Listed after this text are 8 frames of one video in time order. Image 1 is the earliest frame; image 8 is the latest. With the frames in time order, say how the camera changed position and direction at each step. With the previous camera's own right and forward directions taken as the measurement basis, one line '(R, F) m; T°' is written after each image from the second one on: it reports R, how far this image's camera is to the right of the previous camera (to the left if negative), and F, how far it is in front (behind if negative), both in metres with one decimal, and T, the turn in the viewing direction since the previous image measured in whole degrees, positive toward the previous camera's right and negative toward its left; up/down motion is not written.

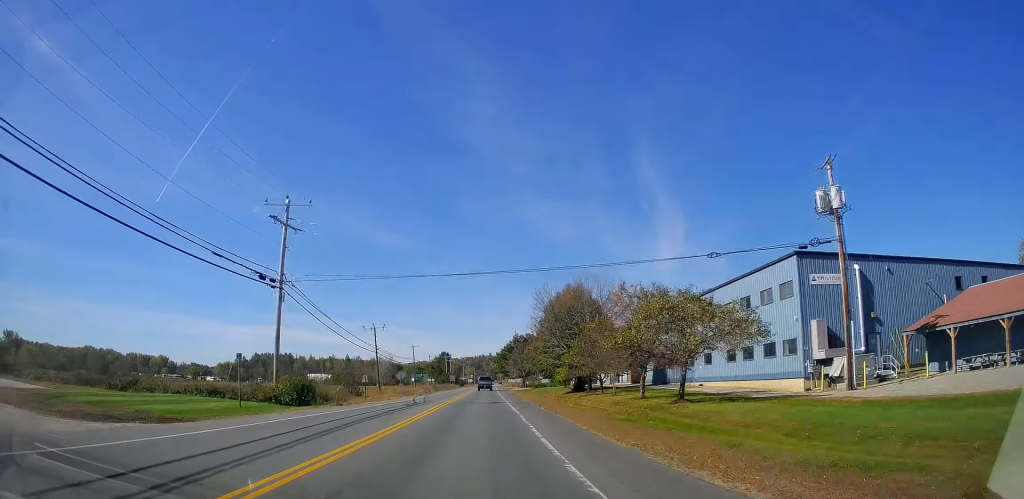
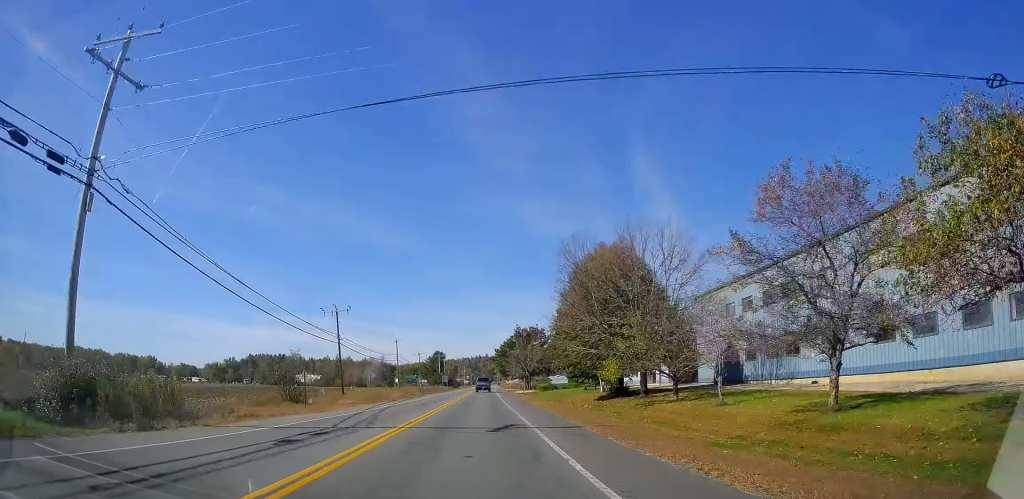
(+0.4, +18.5) m; +1°
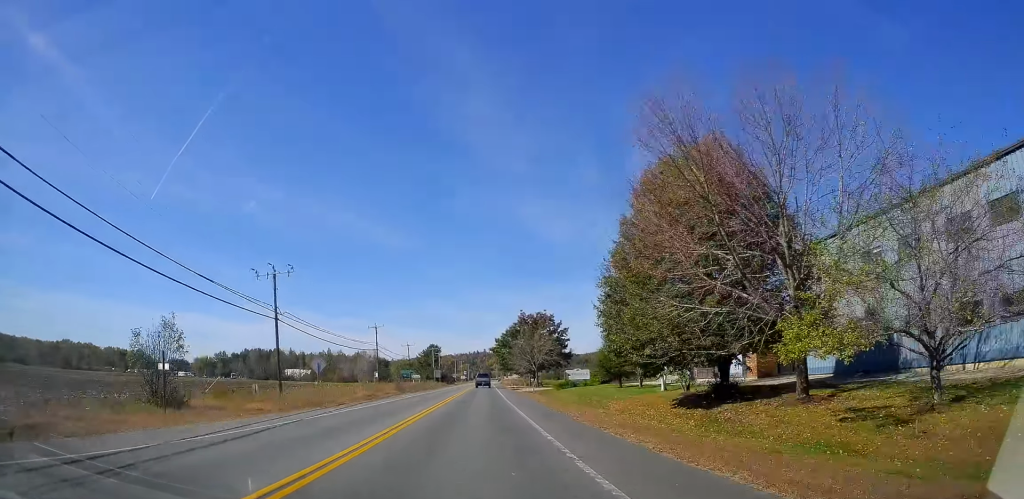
(+0.2, +17.6) m; +1°
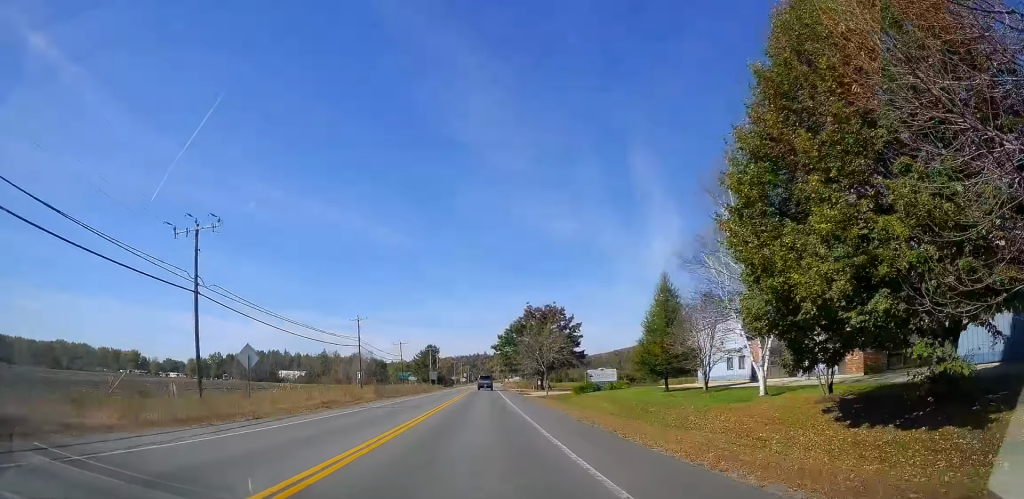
(0.0, +12.2) m; 0°
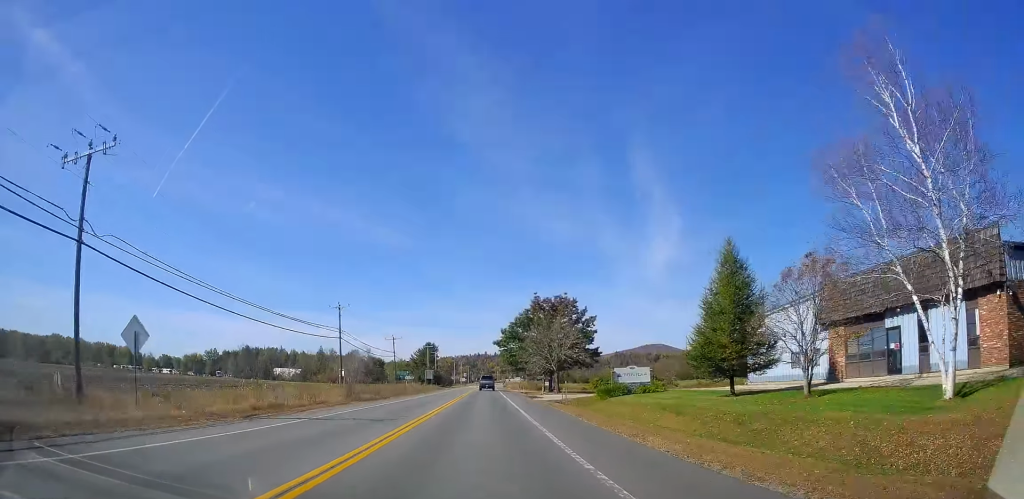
(0.0, +9.8) m; 0°
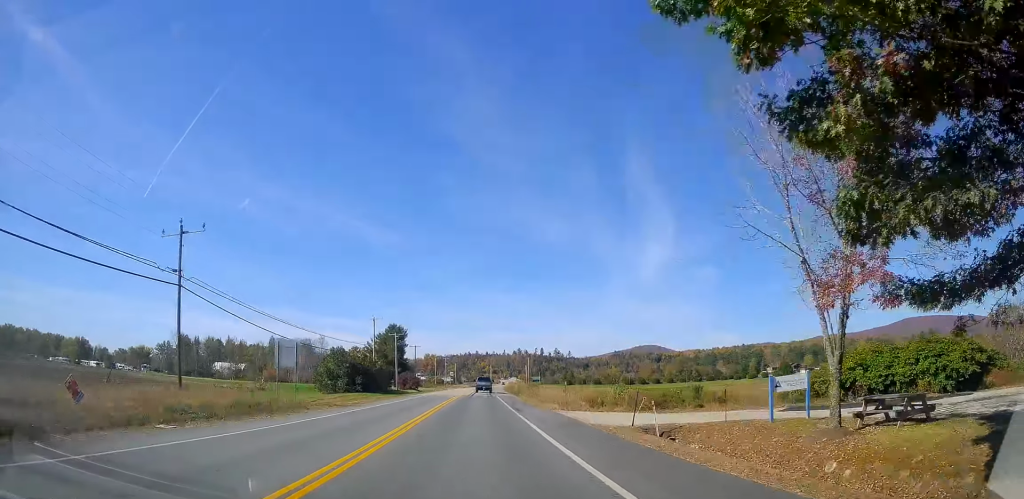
(-1.1, +72.3) m; -1°
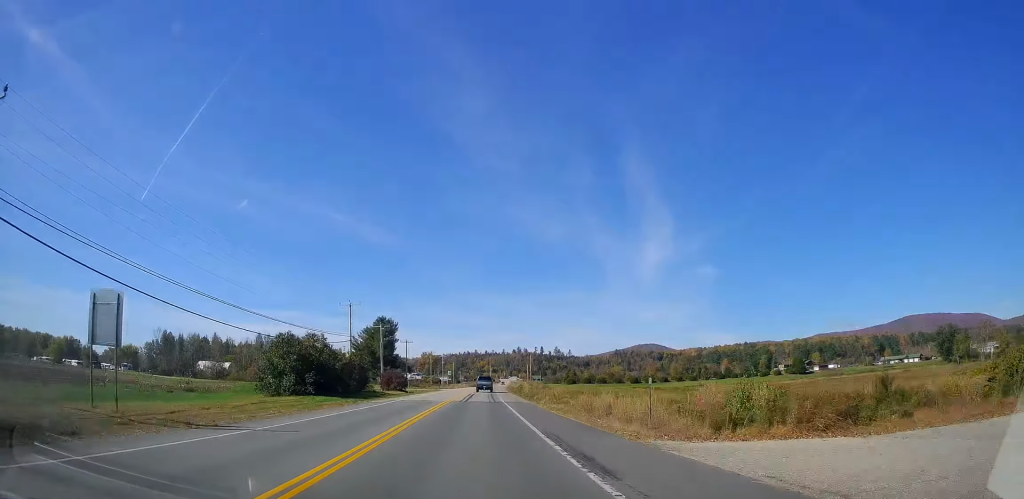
(+0.2, +16.4) m; 0°
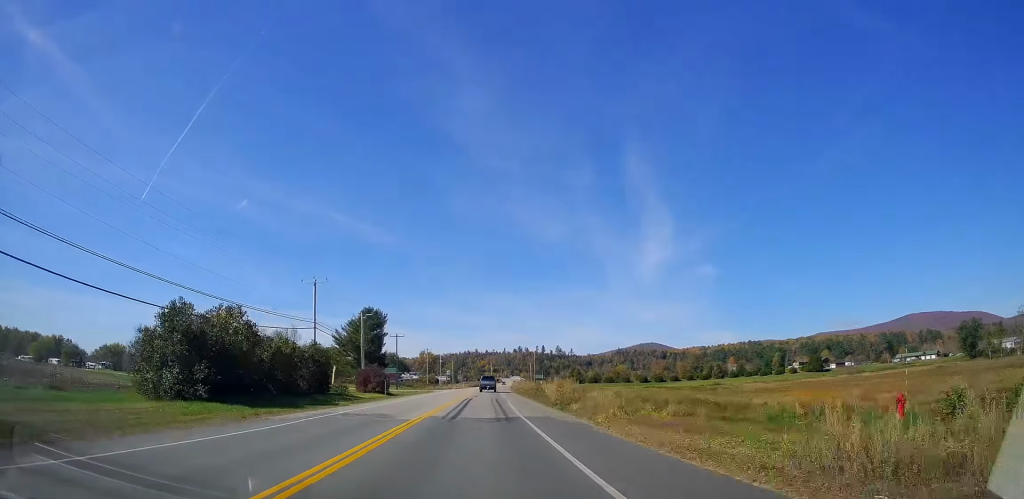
(+0.1, +17.2) m; -1°
